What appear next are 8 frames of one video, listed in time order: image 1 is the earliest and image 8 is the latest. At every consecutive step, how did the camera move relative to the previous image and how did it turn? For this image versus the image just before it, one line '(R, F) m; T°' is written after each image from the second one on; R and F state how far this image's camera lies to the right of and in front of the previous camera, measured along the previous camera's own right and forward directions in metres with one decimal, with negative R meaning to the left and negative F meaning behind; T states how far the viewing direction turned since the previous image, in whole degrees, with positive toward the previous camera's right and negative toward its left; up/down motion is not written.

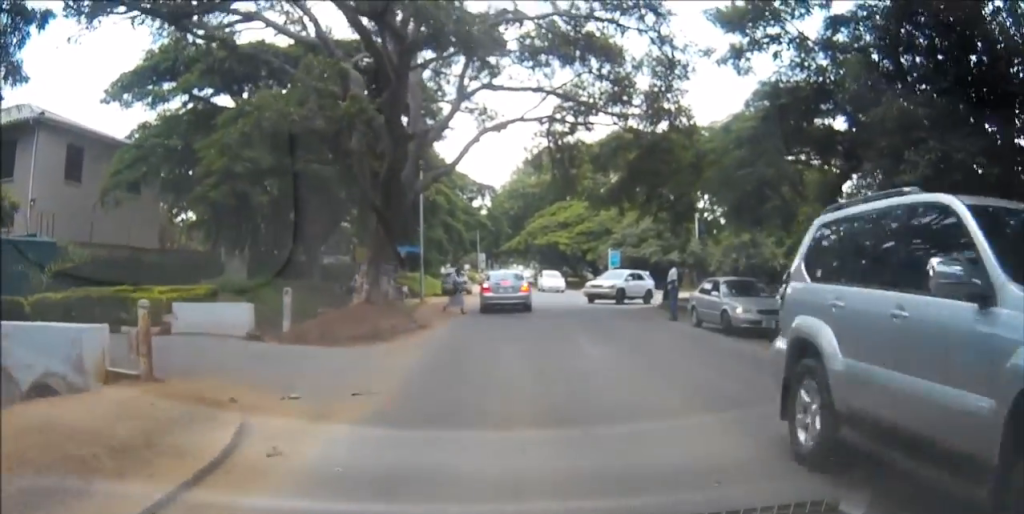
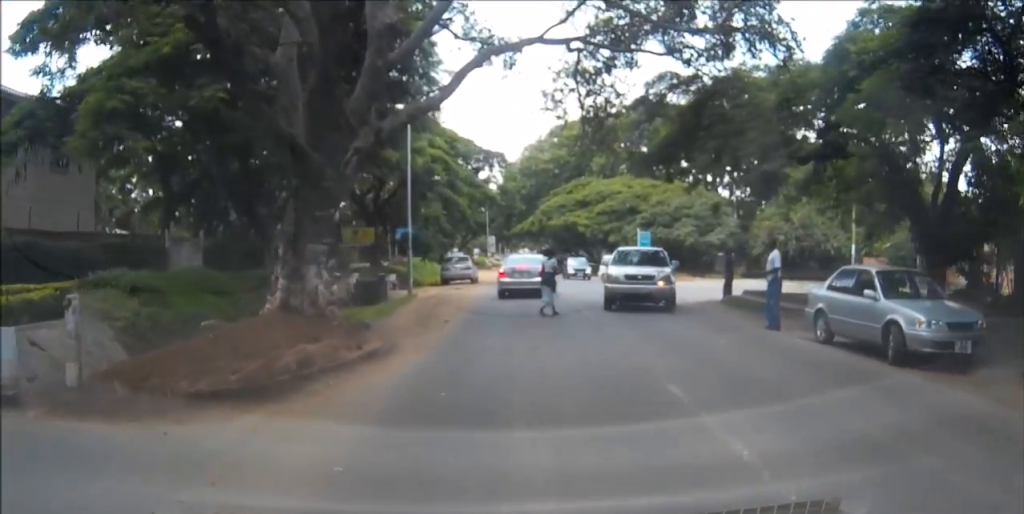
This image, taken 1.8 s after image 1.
(-0.1, +7.4) m; -3°
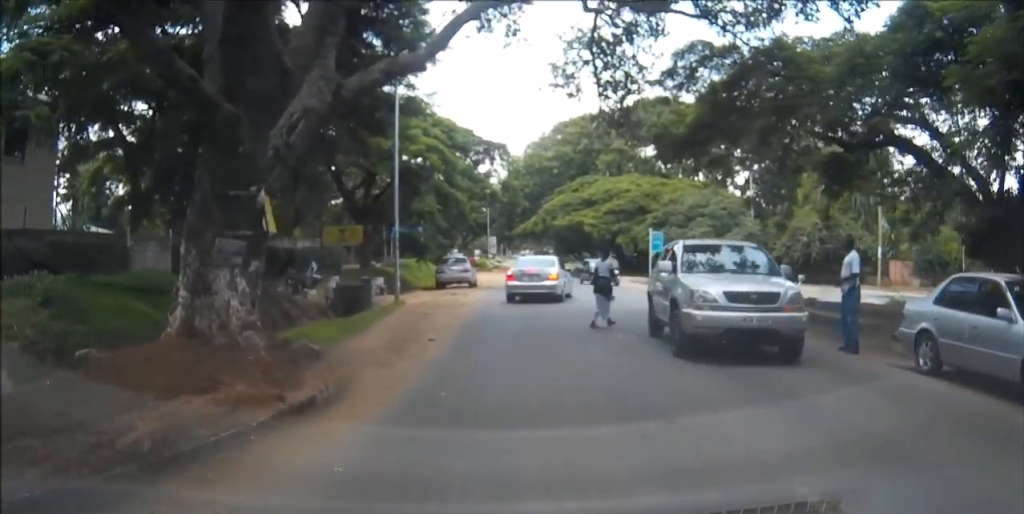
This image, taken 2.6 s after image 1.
(0.0, +3.5) m; +3°
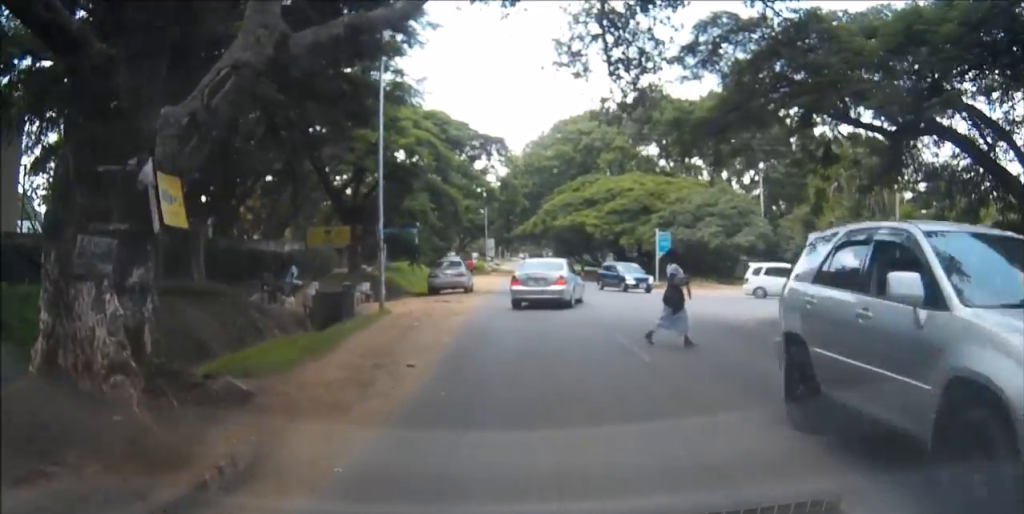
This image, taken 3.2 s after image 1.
(+0.1, +2.5) m; +2°
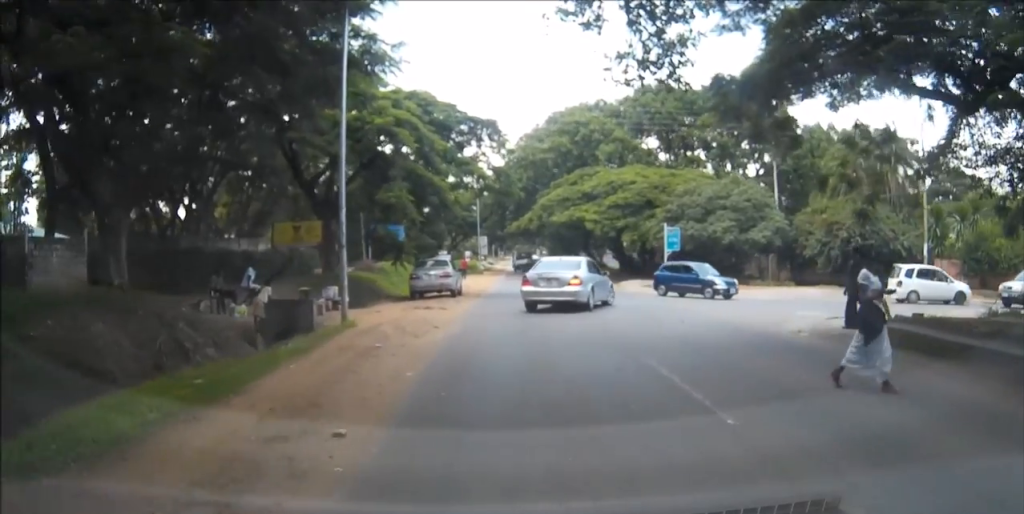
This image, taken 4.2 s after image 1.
(+0.2, +4.0) m; +3°
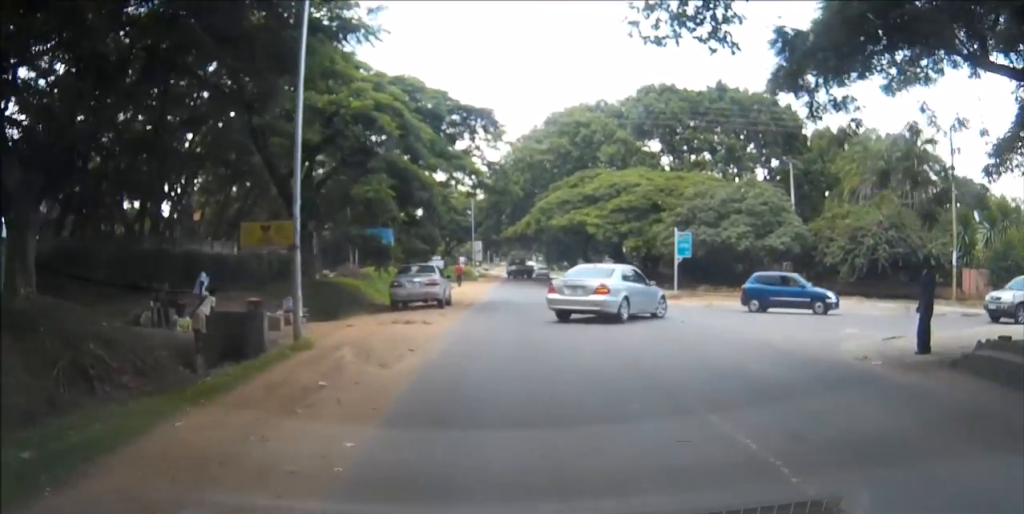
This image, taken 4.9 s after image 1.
(0.0, +3.4) m; +1°
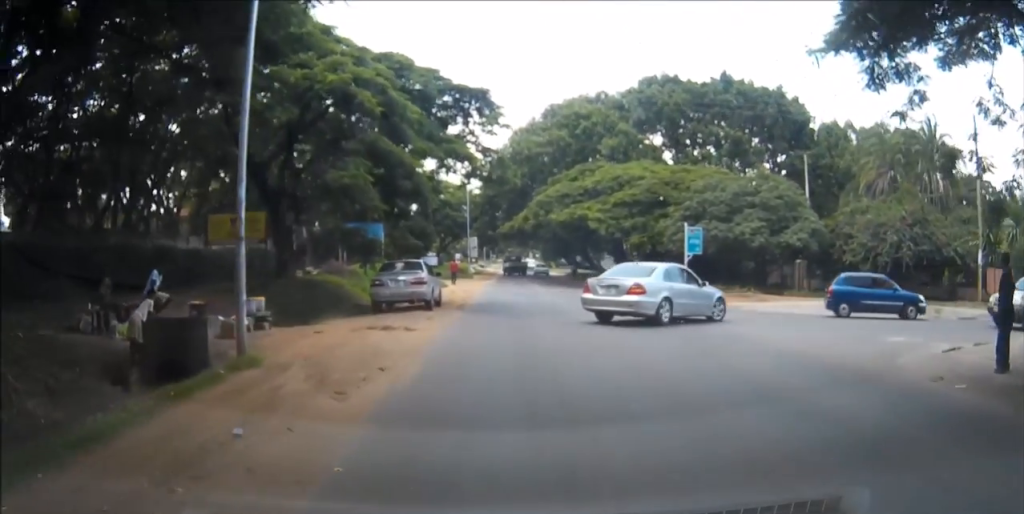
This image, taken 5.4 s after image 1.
(+0.1, +2.9) m; -2°
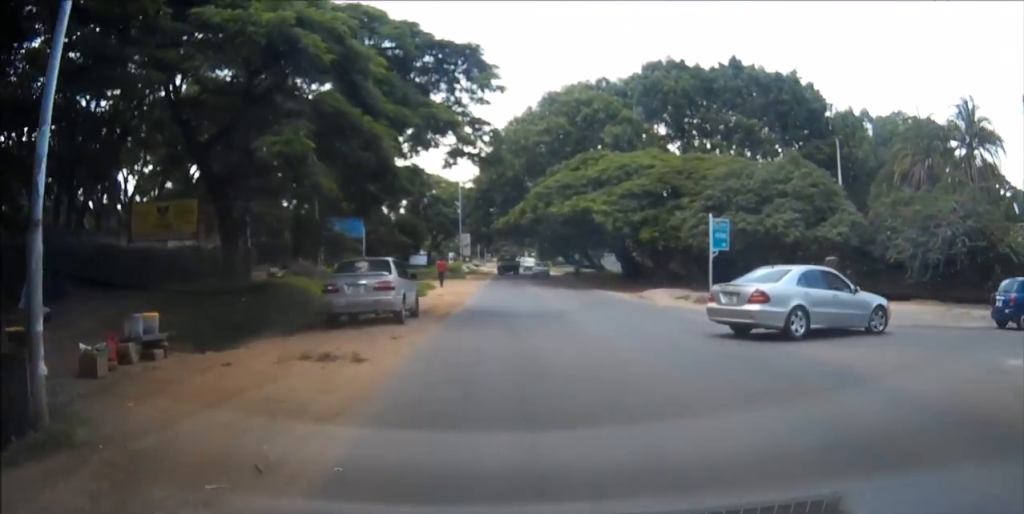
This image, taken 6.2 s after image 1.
(0.0, +5.0) m; -3°
